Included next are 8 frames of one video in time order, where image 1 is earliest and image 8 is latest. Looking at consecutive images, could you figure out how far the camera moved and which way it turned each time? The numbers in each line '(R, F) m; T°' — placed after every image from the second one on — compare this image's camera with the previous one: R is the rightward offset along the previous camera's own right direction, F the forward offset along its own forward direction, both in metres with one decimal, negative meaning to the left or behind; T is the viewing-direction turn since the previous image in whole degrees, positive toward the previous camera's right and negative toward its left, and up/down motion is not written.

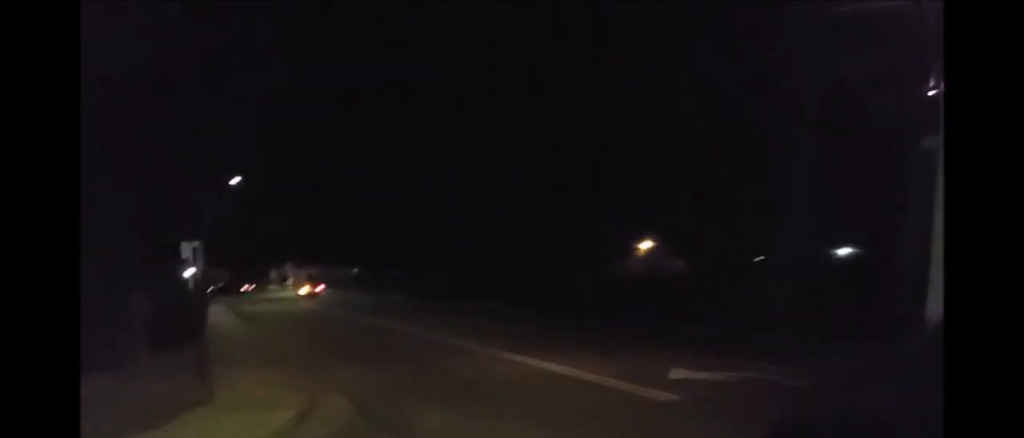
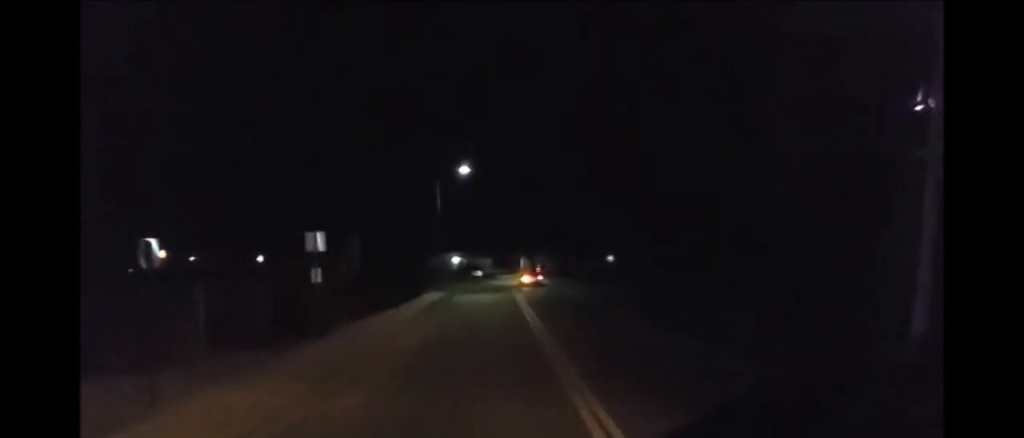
(-0.7, +6.5) m; -19°
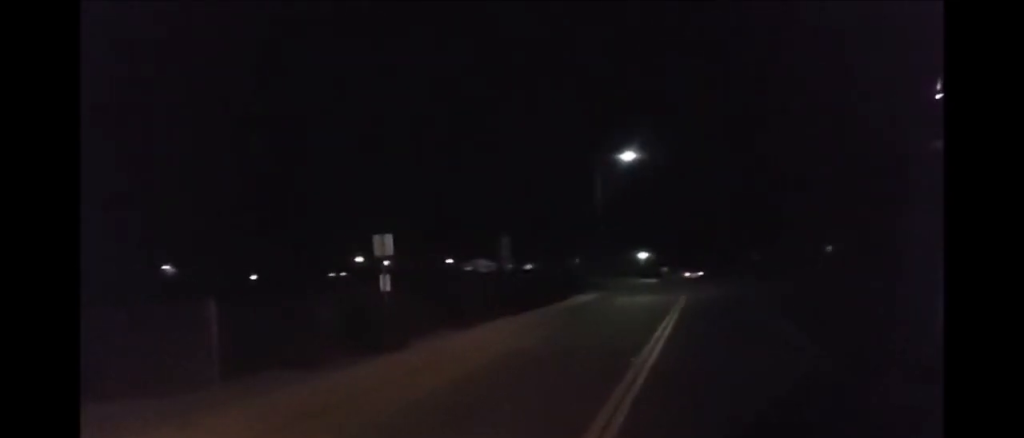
(-0.7, +4.6) m; -24°
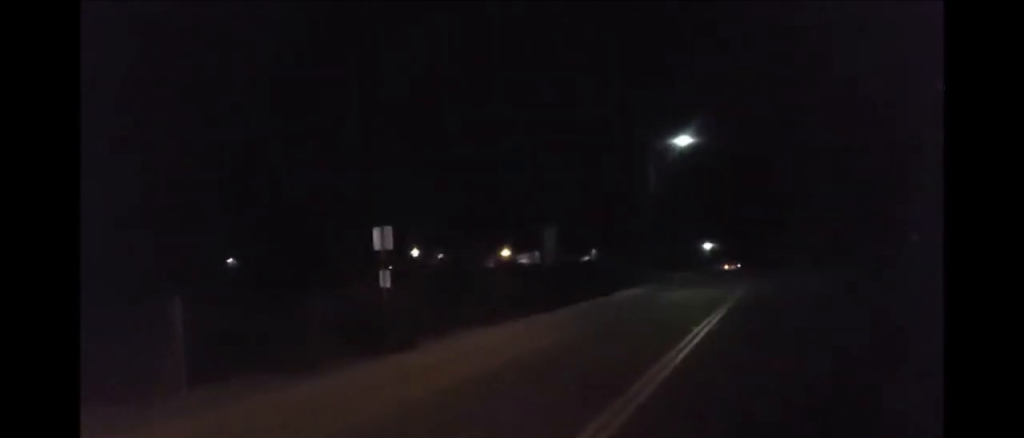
(-0.2, +2.0) m; -9°
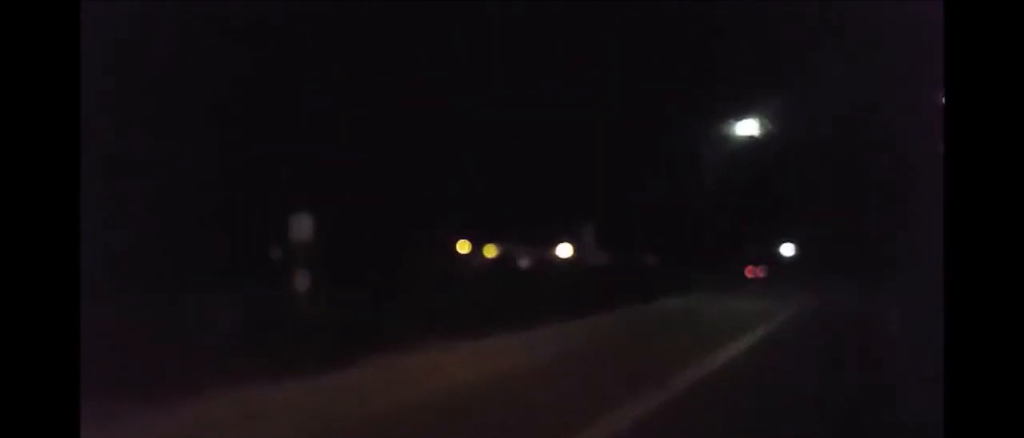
(-0.6, +3.8) m; -15°
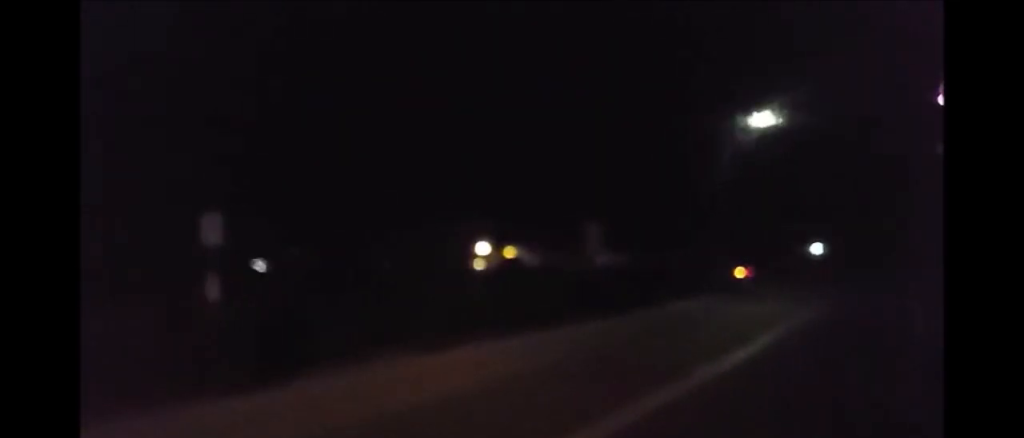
(-0.2, +2.5) m; -3°
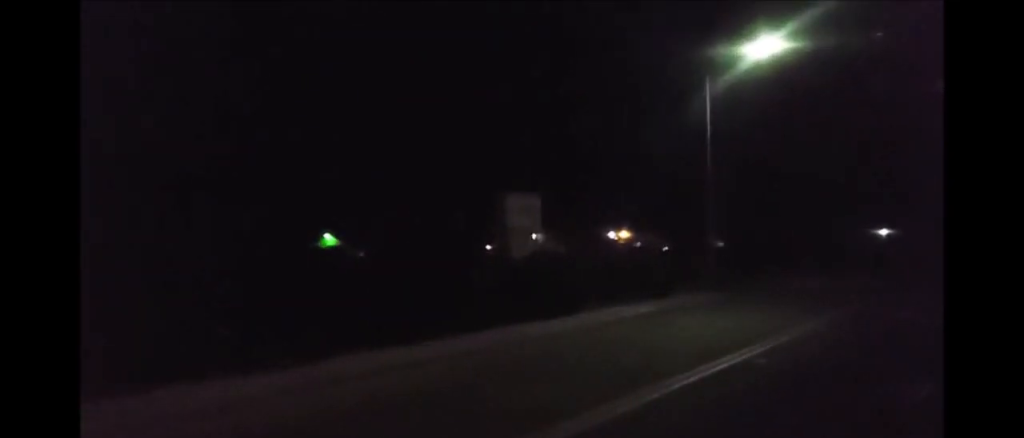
(-1.2, +13.1) m; -7°
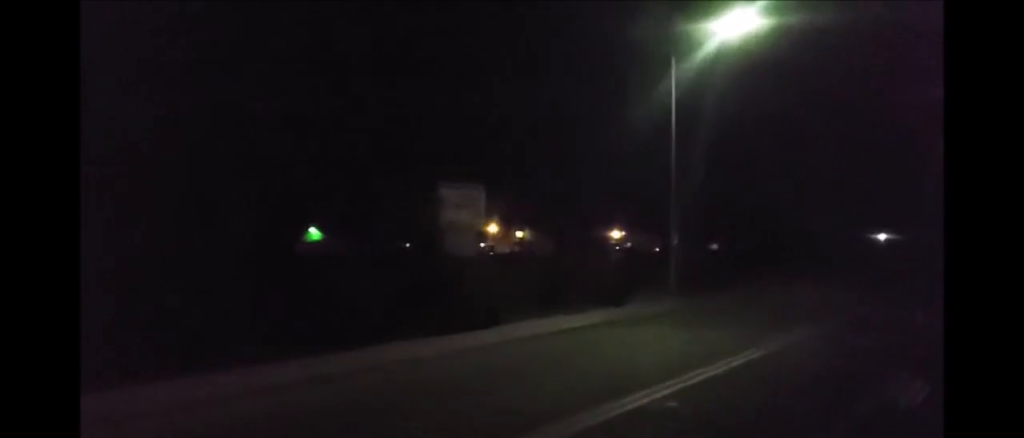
(-0.2, +3.8) m; 0°
